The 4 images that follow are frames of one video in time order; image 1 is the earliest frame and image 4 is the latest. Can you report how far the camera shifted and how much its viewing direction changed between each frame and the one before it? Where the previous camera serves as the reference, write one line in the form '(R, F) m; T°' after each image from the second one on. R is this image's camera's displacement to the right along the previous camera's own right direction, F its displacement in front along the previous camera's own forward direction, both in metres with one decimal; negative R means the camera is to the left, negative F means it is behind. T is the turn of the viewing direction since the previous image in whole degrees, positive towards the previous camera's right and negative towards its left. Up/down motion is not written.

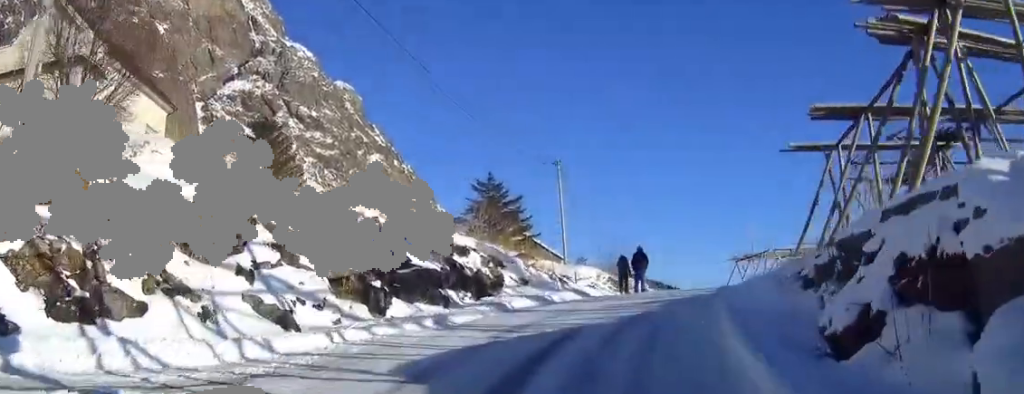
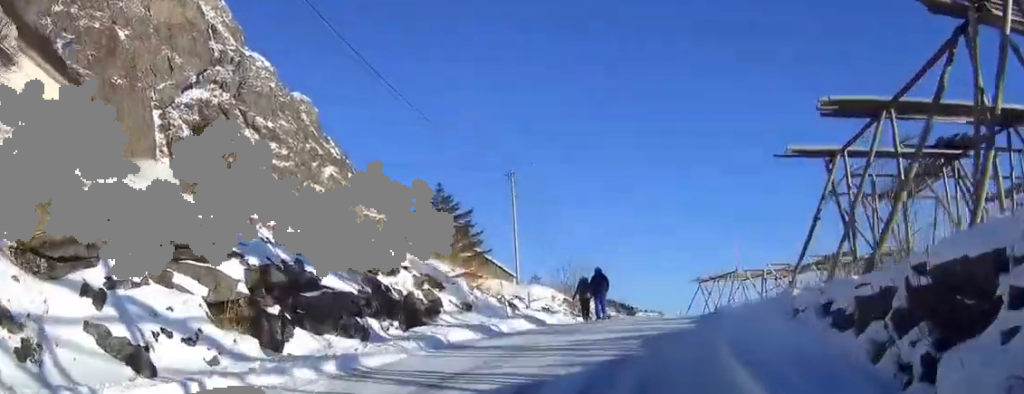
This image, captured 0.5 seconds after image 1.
(+0.1, +3.2) m; +4°
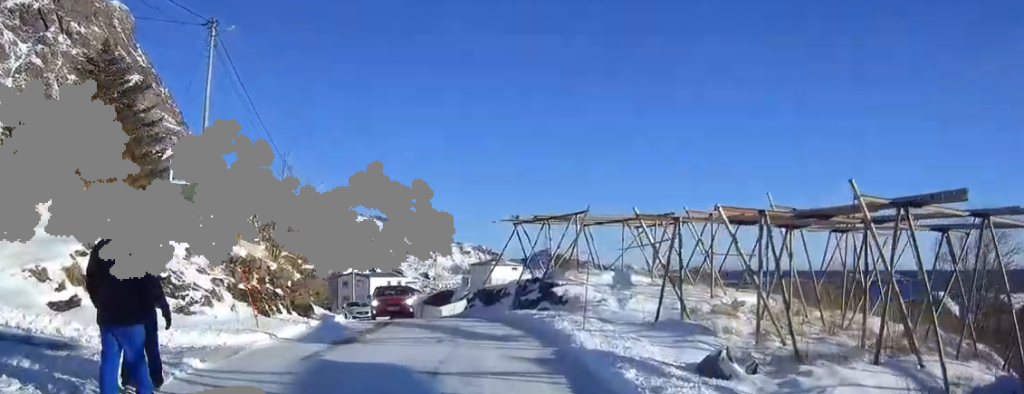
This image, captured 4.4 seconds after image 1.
(+5.8, +22.5) m; +19°
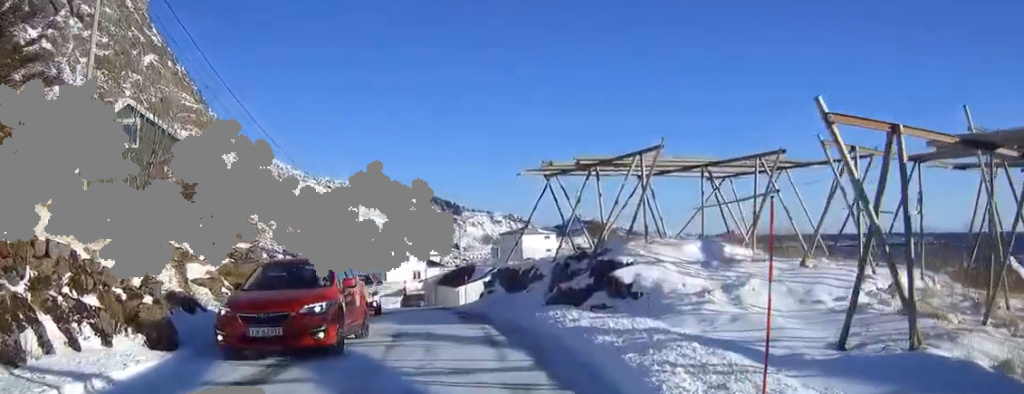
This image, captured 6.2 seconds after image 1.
(0.0, +10.8) m; -2°
